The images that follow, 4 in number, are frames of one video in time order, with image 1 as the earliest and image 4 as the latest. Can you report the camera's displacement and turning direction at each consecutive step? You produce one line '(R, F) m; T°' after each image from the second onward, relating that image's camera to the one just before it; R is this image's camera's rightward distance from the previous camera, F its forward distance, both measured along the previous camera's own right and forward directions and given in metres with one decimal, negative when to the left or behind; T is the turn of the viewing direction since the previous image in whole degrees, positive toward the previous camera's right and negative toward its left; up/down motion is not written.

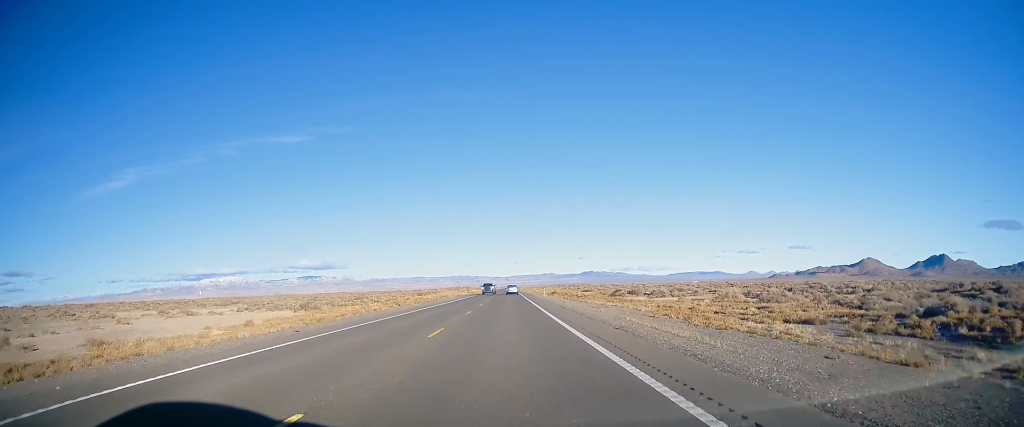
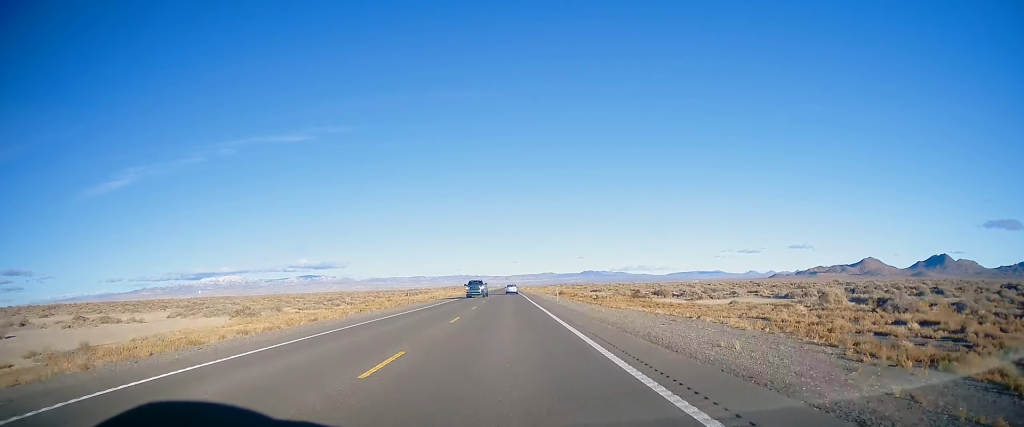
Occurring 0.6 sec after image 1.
(0.0, +18.7) m; -1°
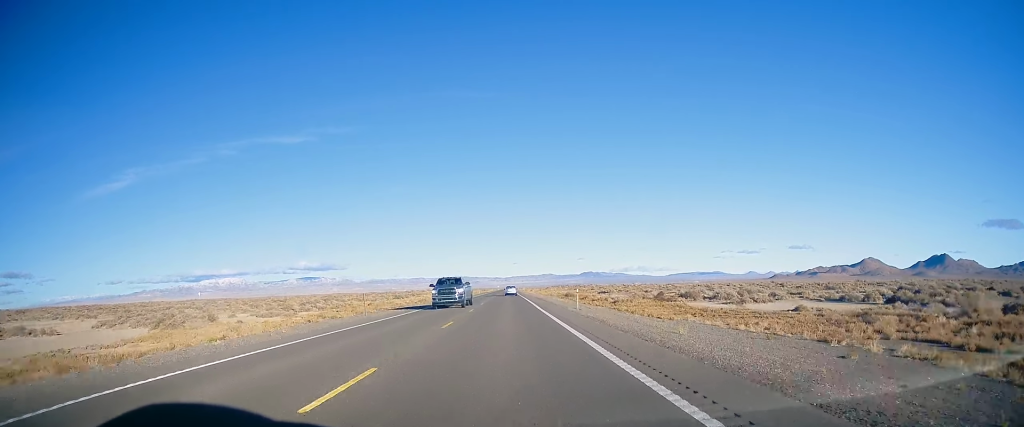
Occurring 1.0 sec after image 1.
(0.0, +14.3) m; 0°
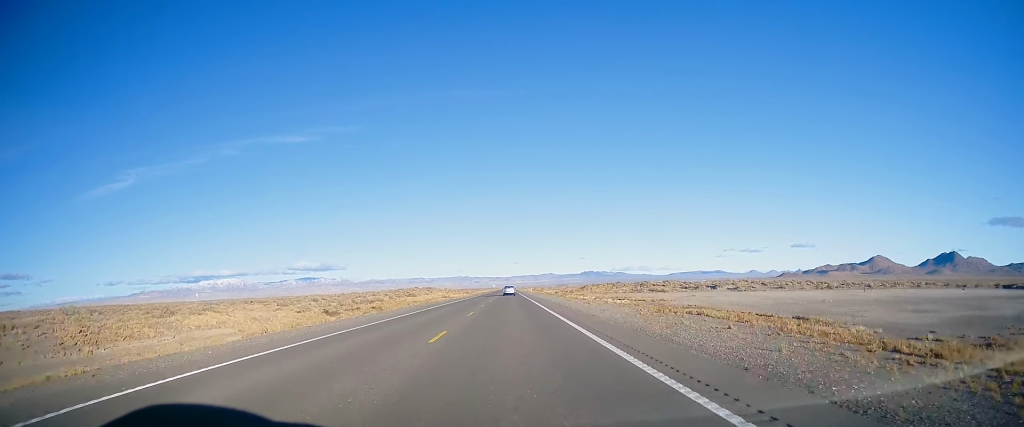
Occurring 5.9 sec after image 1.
(+0.8, +162.1) m; +1°
